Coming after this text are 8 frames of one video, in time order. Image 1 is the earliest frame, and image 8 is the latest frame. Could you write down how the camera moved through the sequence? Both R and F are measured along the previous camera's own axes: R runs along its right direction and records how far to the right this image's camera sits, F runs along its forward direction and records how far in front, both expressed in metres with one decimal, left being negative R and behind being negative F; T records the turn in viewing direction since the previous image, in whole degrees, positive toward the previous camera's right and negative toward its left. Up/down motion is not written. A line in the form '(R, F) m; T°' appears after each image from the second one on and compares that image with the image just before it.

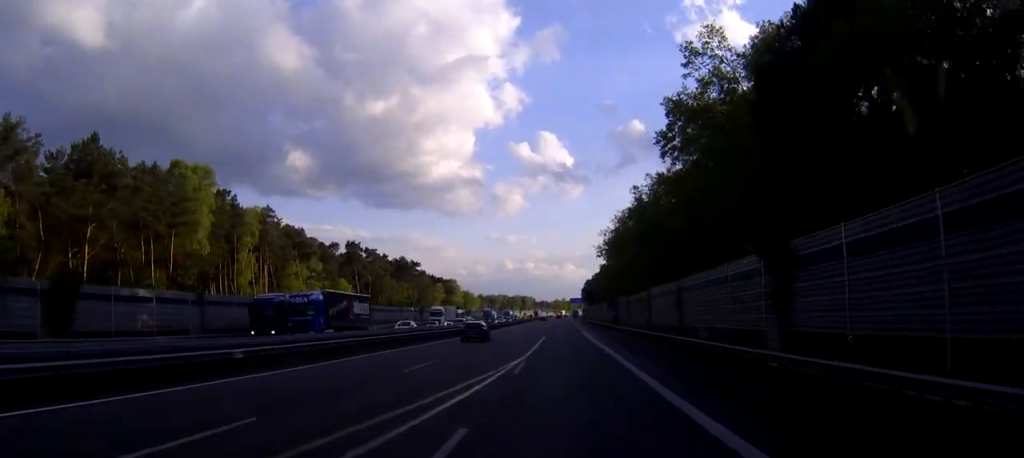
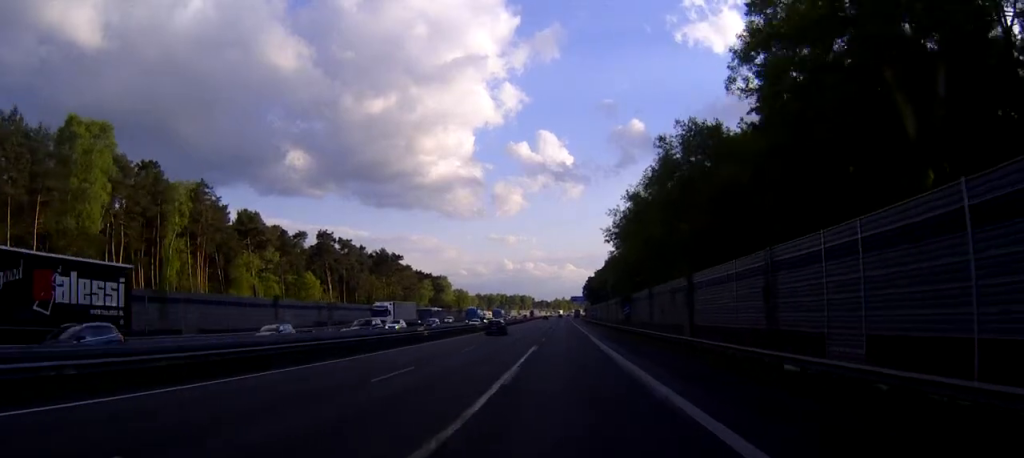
(0.0, +22.2) m; 0°
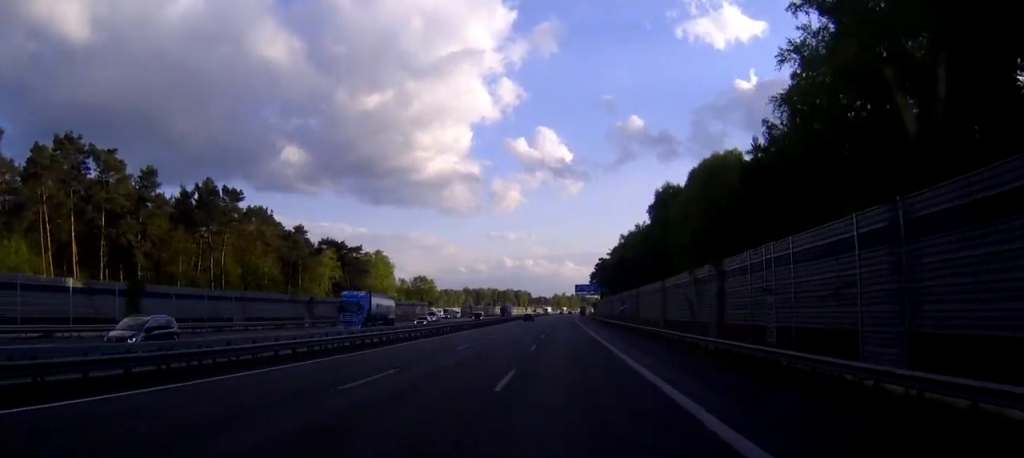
(-0.4, +92.6) m; 0°
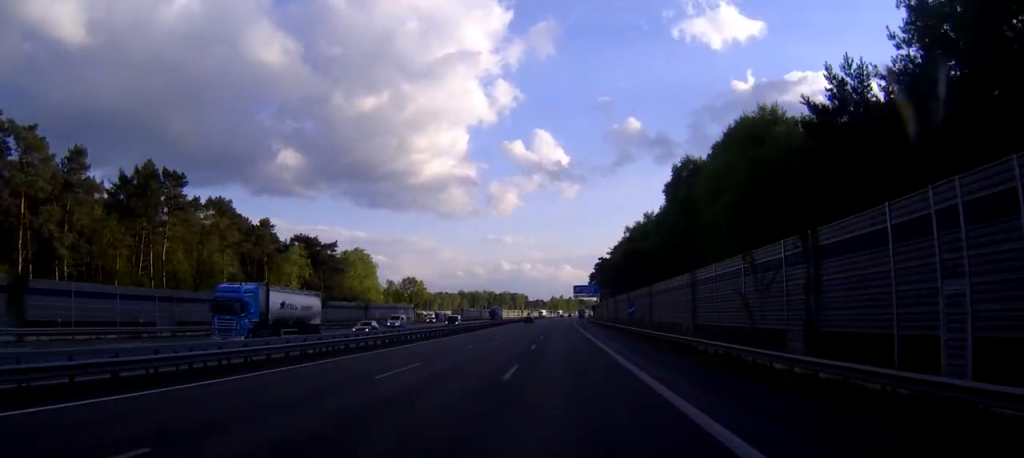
(0.0, +14.5) m; 0°
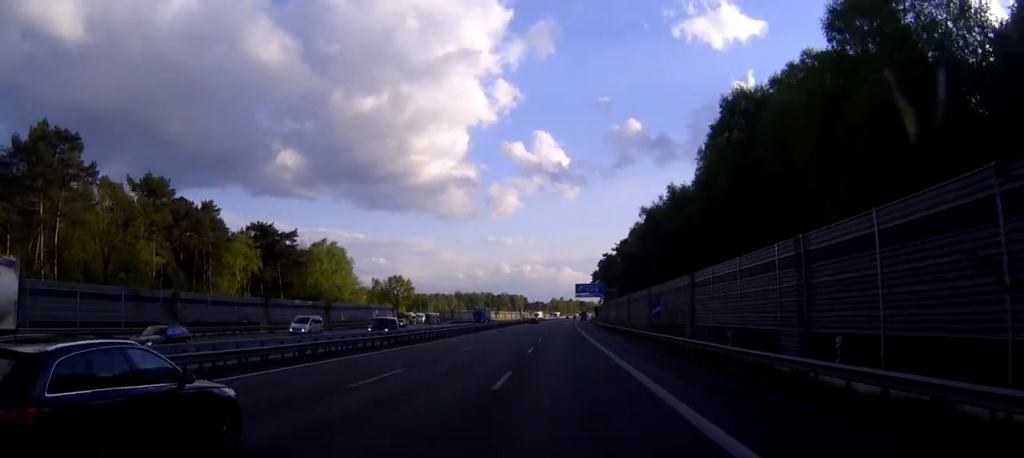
(0.0, +20.2) m; 0°
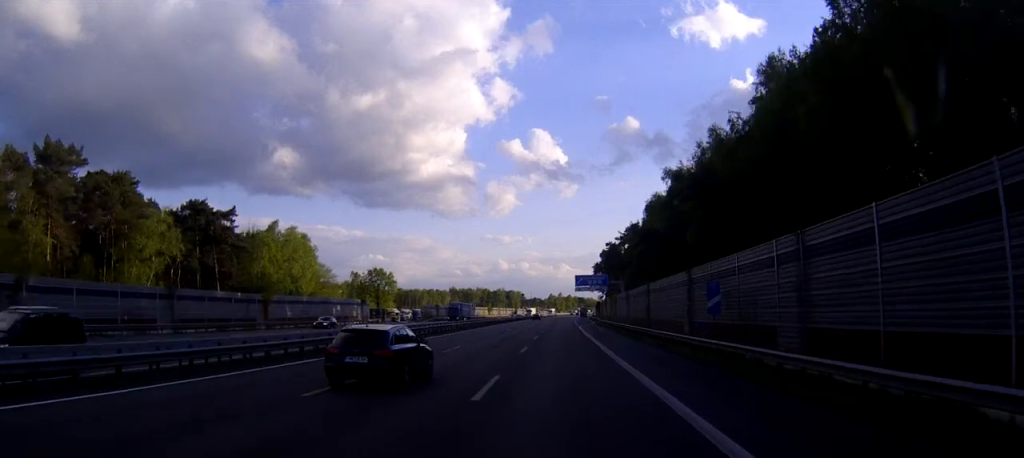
(+0.1, +21.2) m; 0°
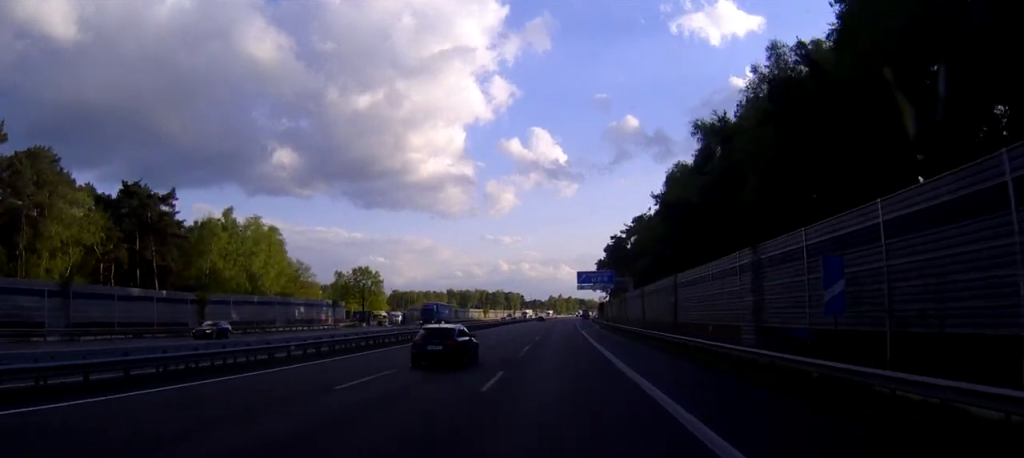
(0.0, +15.4) m; 0°
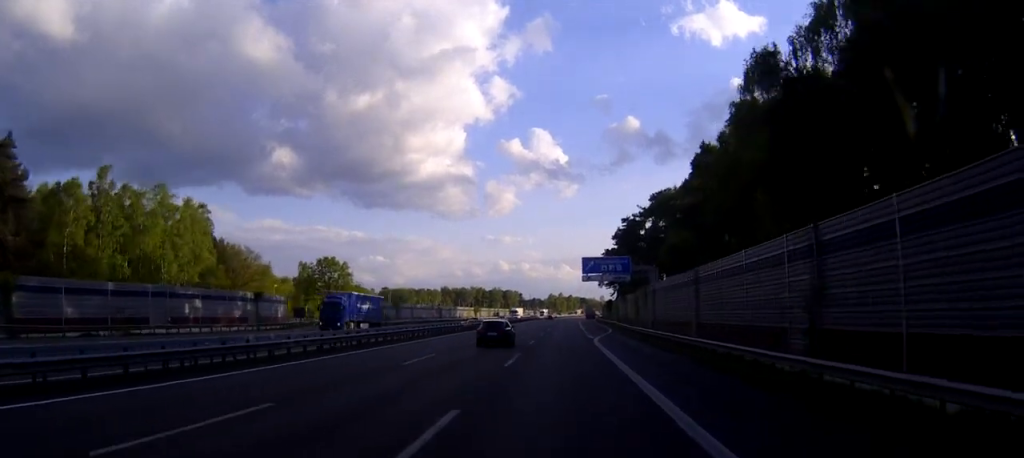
(0.0, +28.1) m; 0°
